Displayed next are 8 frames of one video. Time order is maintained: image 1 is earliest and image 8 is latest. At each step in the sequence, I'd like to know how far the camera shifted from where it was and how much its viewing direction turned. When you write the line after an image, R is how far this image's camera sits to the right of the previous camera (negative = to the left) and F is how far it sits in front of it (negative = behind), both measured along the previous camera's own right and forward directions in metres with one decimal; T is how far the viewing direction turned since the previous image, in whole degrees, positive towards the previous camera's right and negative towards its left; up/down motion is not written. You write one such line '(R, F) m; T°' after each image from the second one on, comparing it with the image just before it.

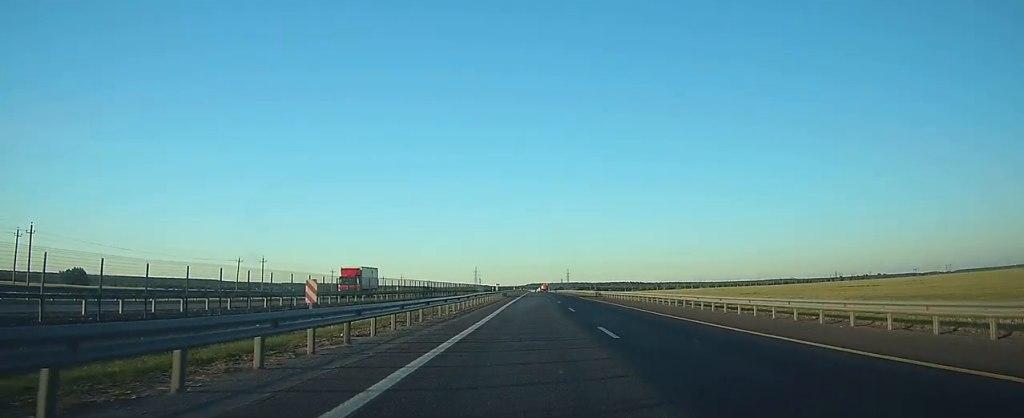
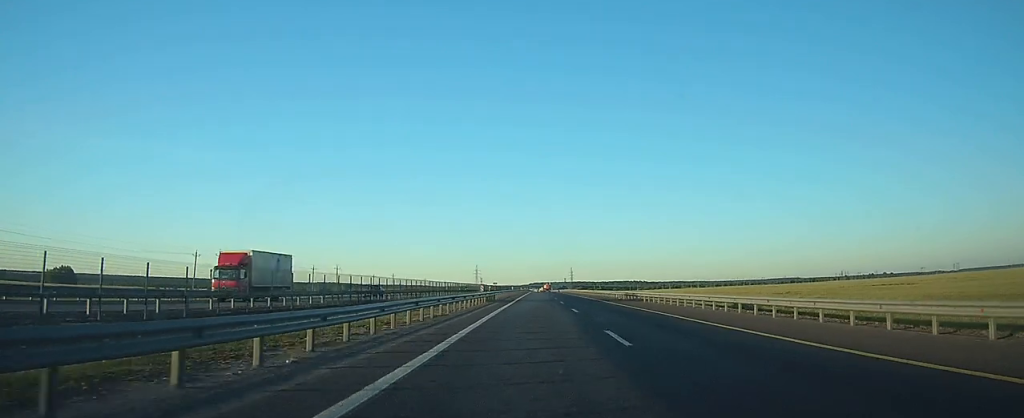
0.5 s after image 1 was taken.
(0.0, +18.0) m; 0°
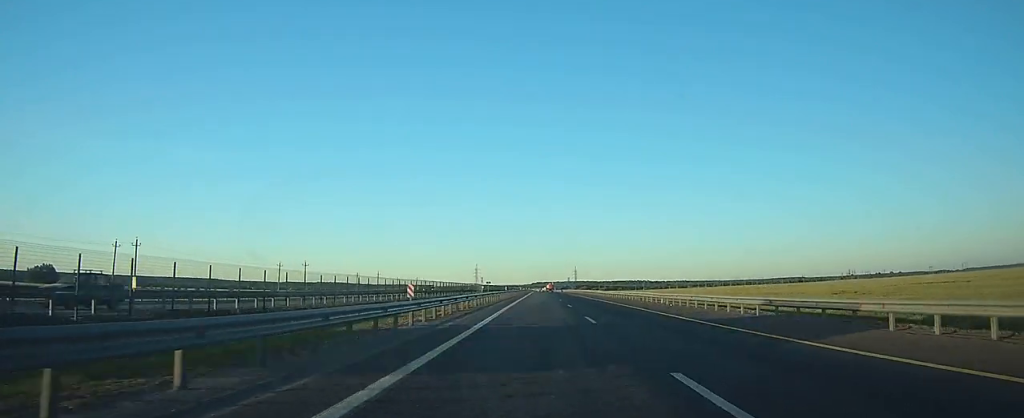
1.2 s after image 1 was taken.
(-0.1, +24.0) m; 0°
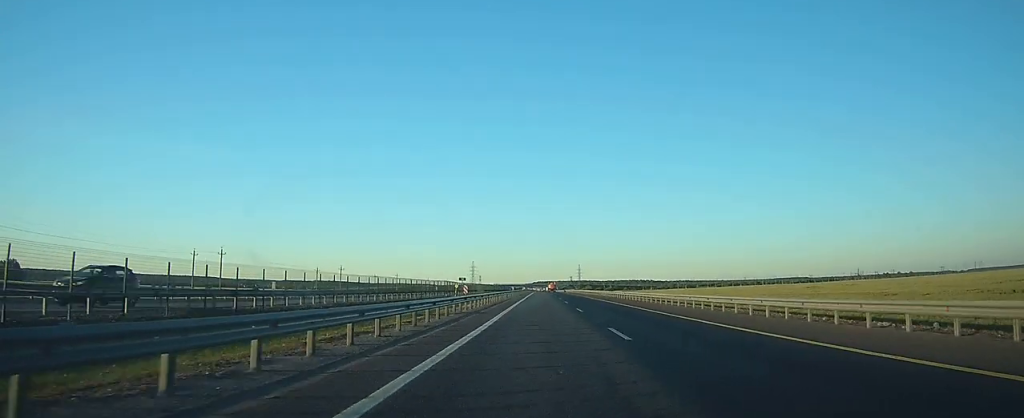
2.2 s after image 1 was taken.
(-0.1, +38.4) m; 0°
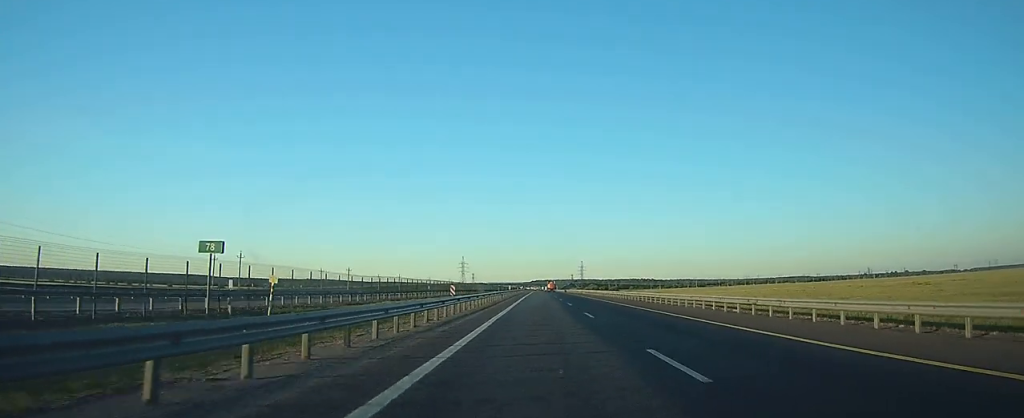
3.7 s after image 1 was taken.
(-0.1, +54.2) m; 0°
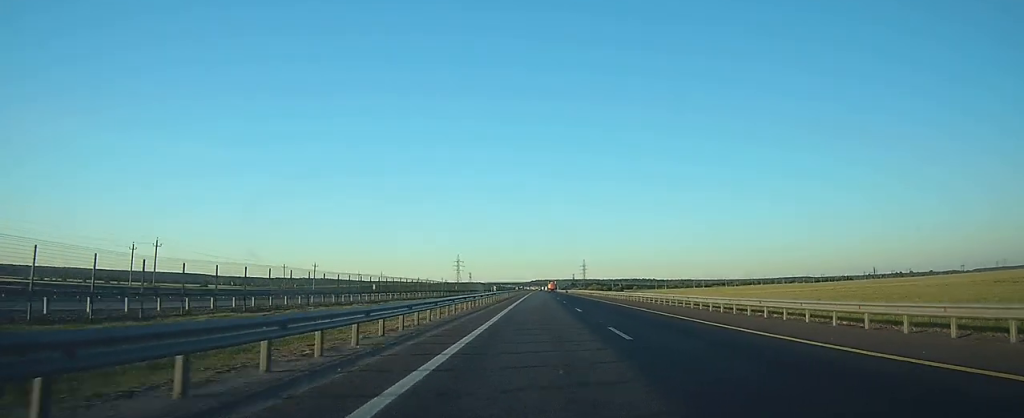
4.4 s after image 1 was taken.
(0.0, +25.4) m; 0°
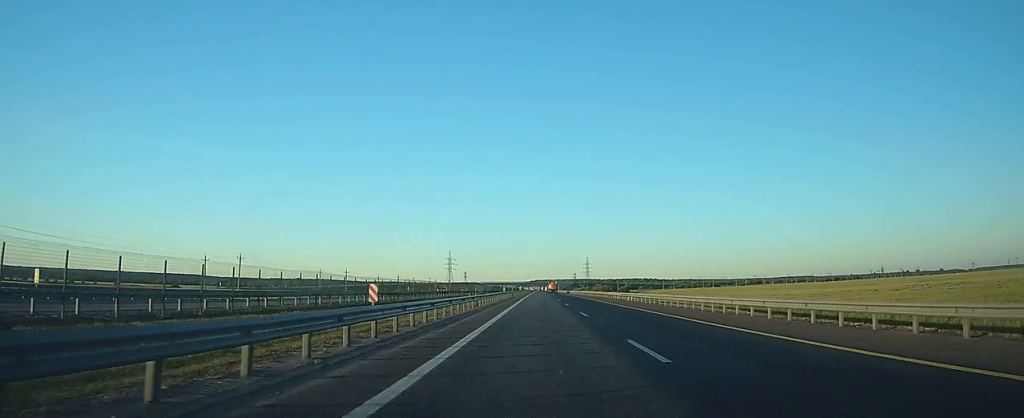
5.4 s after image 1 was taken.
(+0.1, +36.4) m; 0°
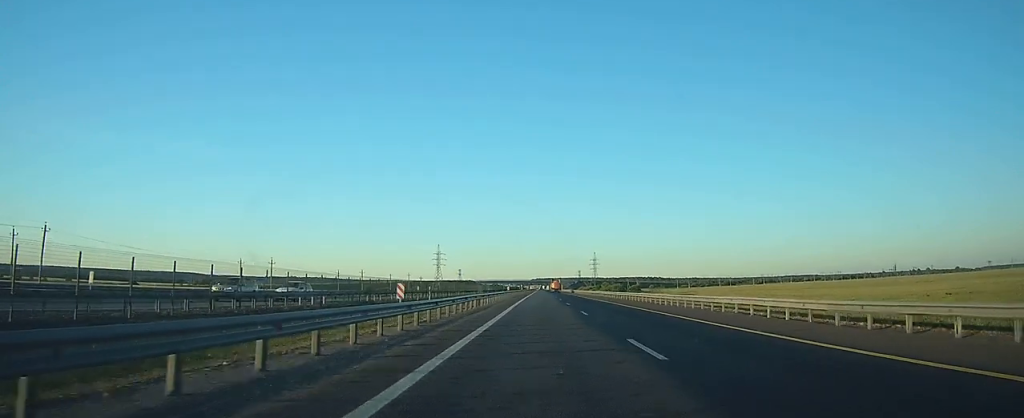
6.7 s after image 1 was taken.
(0.0, +47.5) m; 0°
